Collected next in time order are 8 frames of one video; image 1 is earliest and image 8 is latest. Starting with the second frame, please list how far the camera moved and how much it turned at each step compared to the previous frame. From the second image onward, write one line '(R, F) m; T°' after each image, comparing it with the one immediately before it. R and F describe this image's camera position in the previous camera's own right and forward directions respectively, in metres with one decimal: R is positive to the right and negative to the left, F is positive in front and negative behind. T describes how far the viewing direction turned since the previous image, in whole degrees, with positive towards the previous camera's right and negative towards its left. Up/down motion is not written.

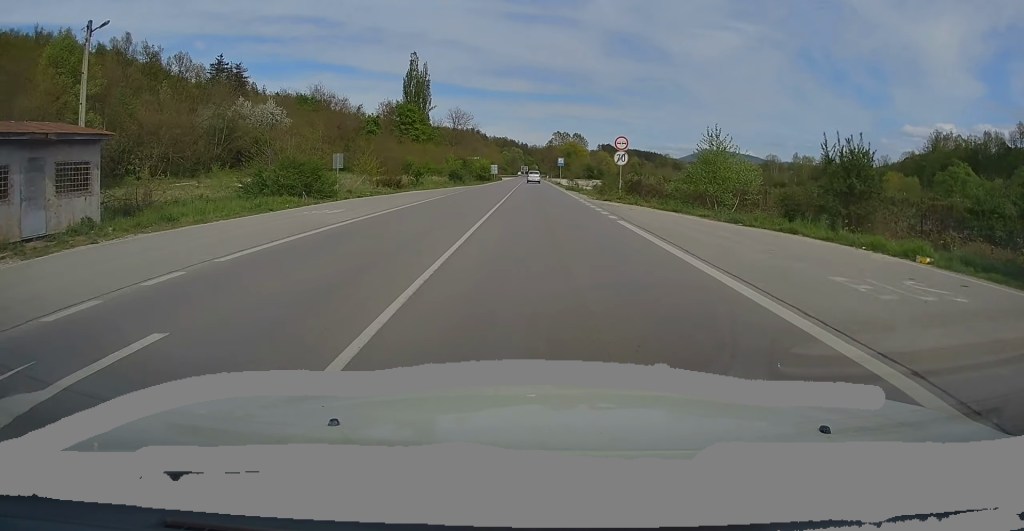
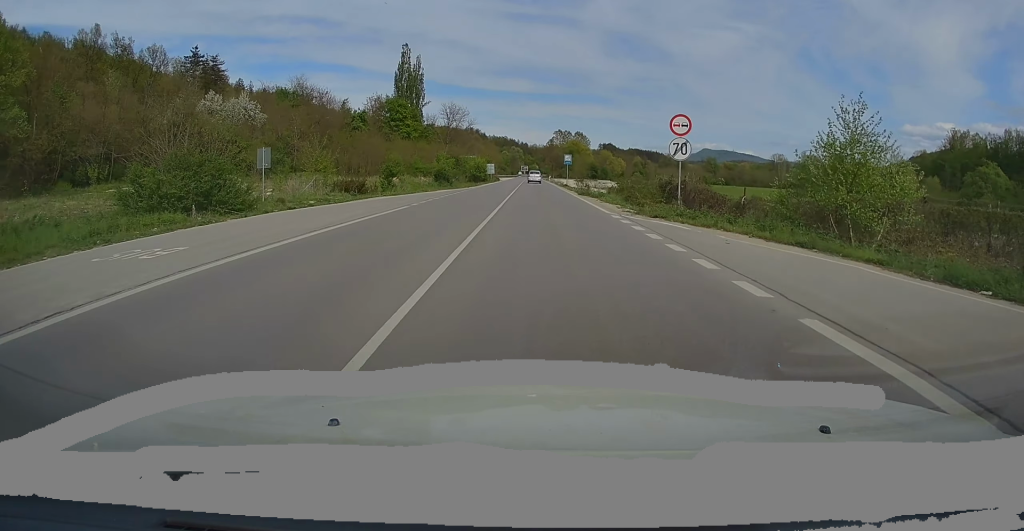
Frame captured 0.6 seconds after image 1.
(0.0, +12.0) m; 0°
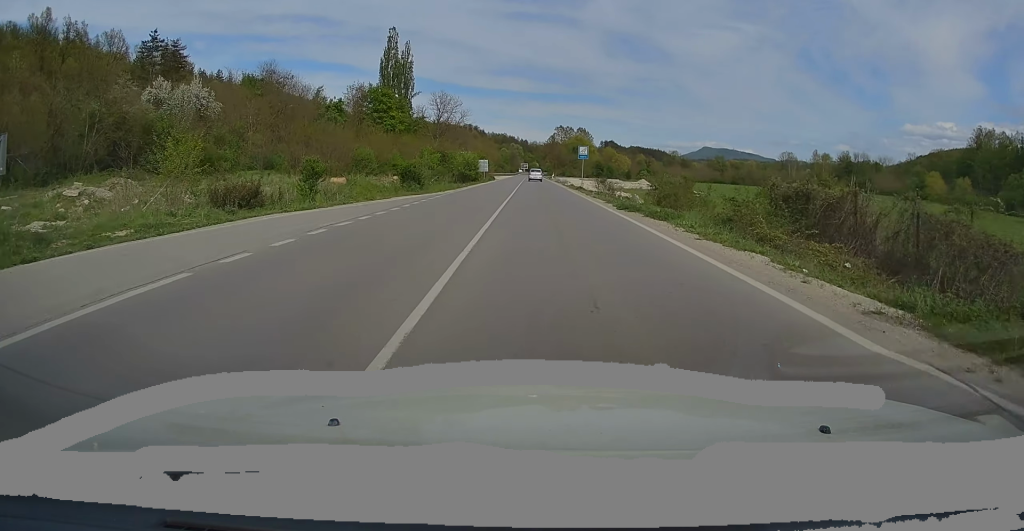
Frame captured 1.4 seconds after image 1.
(0.0, +16.6) m; 0°
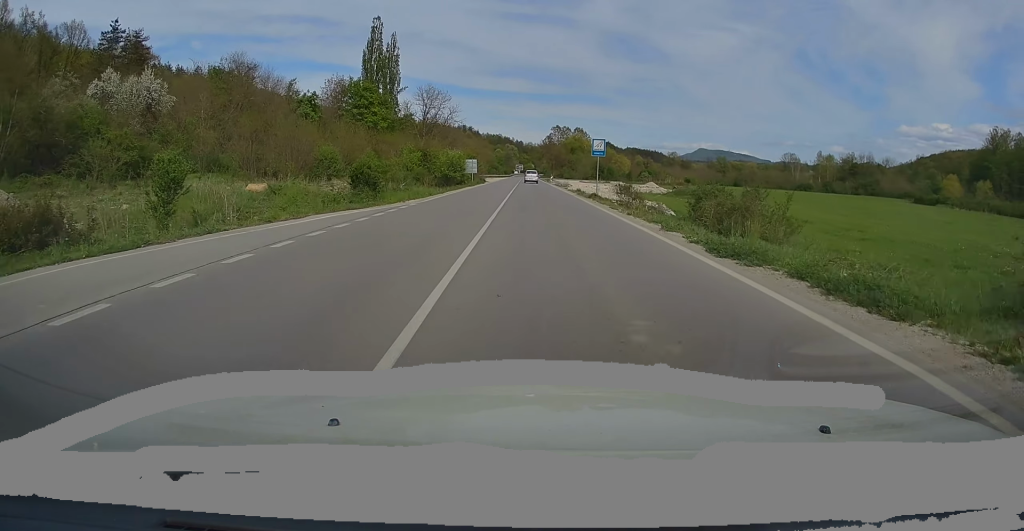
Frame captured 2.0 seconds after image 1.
(0.0, +12.0) m; 0°
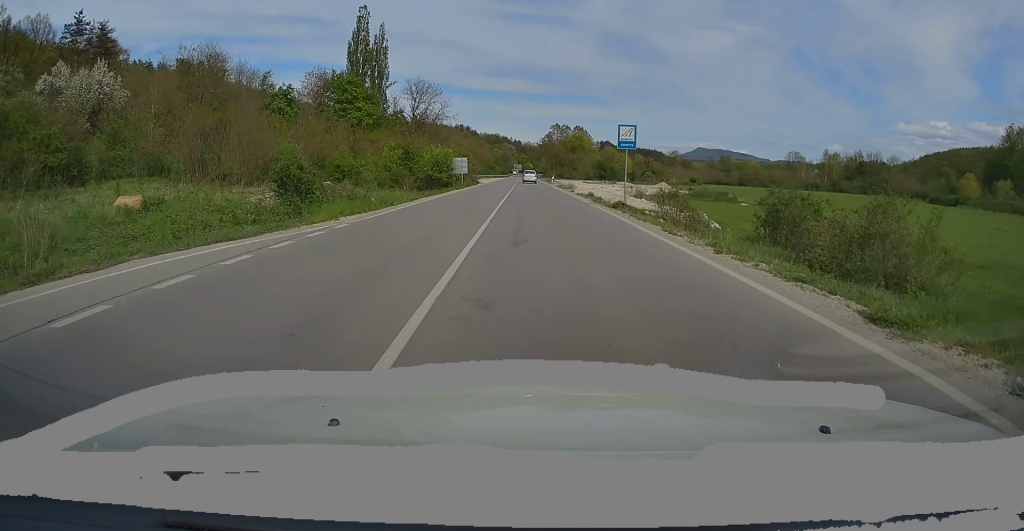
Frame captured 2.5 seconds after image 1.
(0.0, +10.0) m; 0°
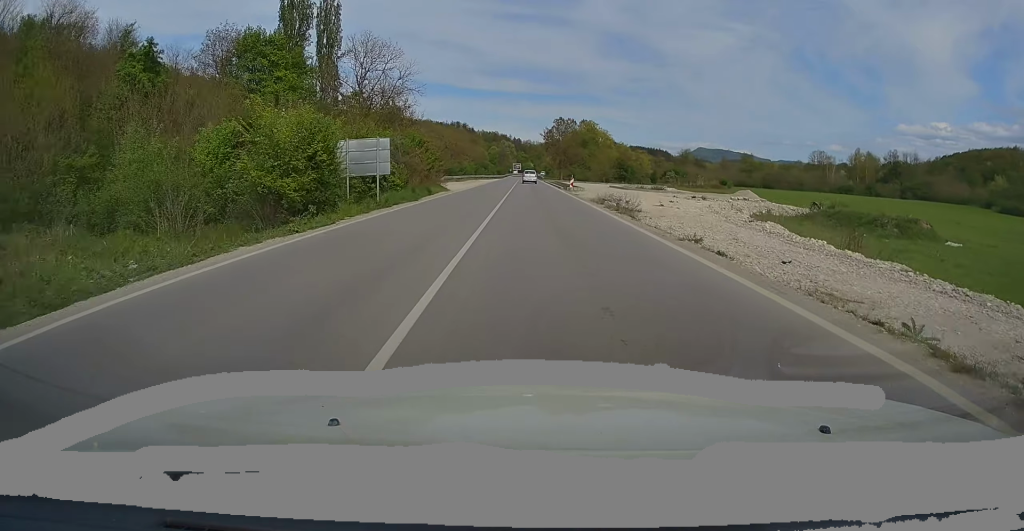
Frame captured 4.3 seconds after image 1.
(+0.7, +36.3) m; +1°
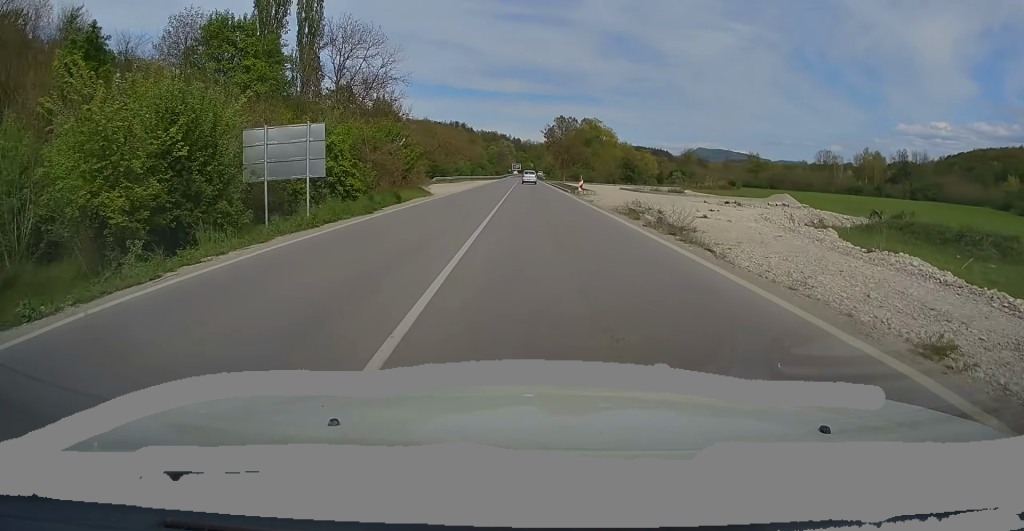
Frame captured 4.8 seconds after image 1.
(-0.2, +8.8) m; 0°
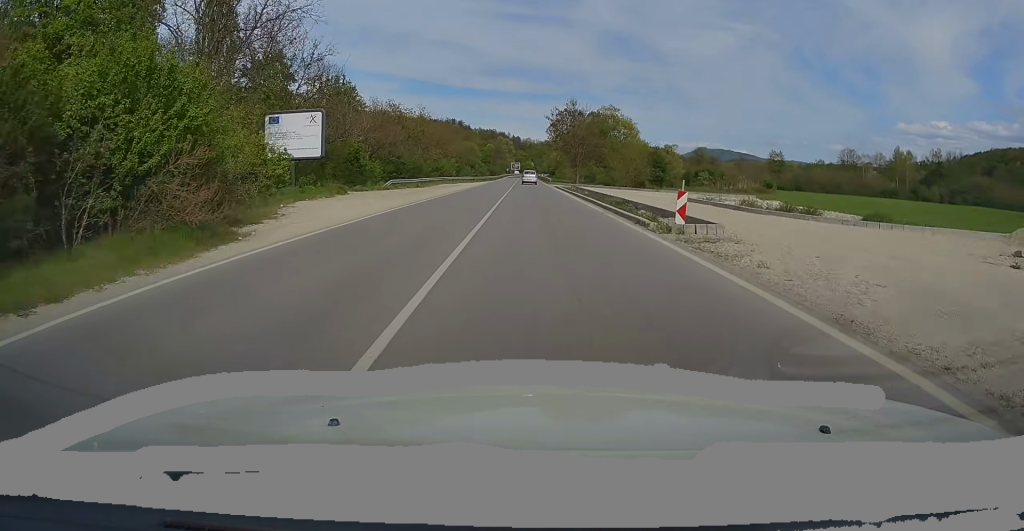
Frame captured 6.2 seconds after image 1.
(-0.4, +28.6) m; -1°
